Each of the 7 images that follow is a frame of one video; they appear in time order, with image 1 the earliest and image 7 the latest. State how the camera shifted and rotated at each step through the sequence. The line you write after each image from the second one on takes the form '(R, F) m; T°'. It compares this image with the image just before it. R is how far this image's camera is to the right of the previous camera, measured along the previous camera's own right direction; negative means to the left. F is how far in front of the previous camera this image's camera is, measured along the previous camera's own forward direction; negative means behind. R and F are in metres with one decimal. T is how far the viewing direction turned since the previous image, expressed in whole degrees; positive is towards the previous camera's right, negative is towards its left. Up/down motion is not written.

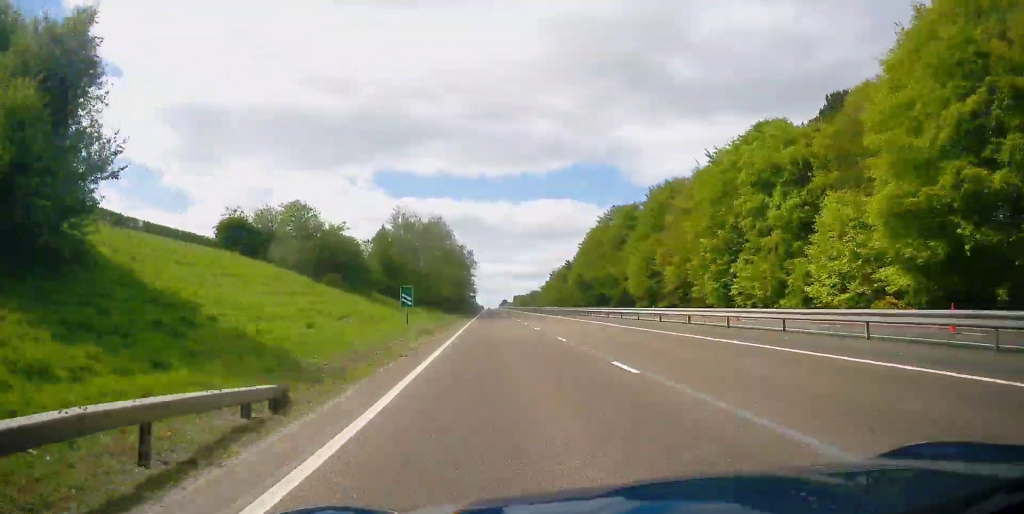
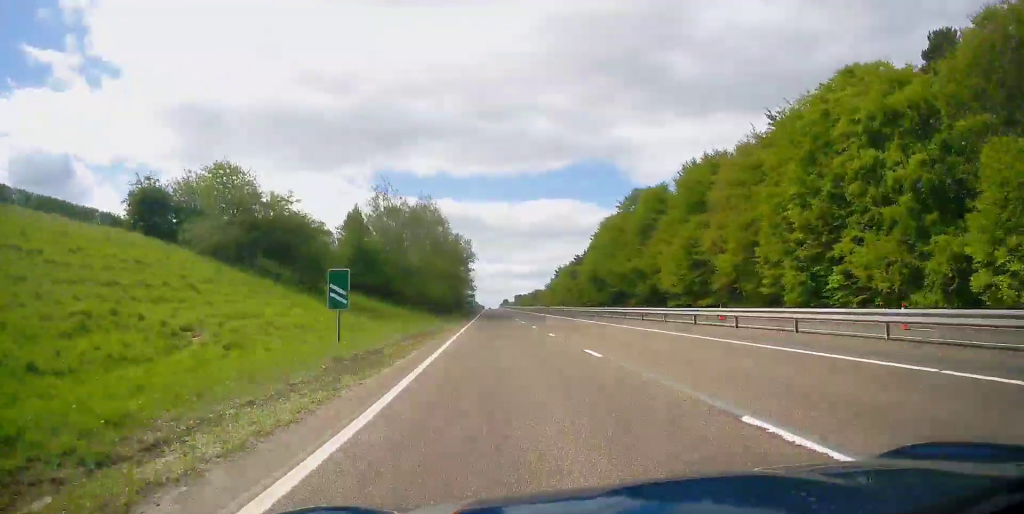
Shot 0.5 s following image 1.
(0.0, +14.8) m; 0°
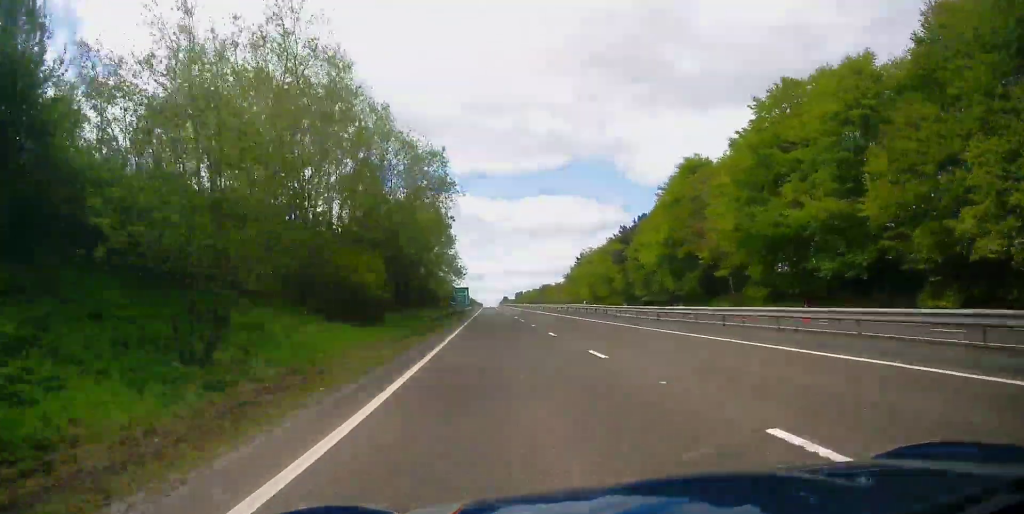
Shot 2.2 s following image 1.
(+0.5, +46.8) m; 0°
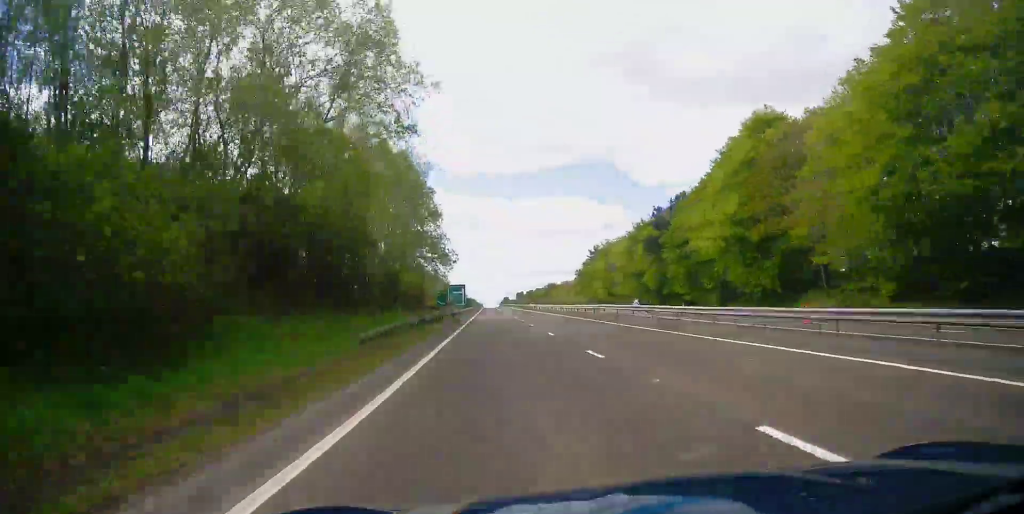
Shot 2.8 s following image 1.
(0.0, +18.3) m; 0°
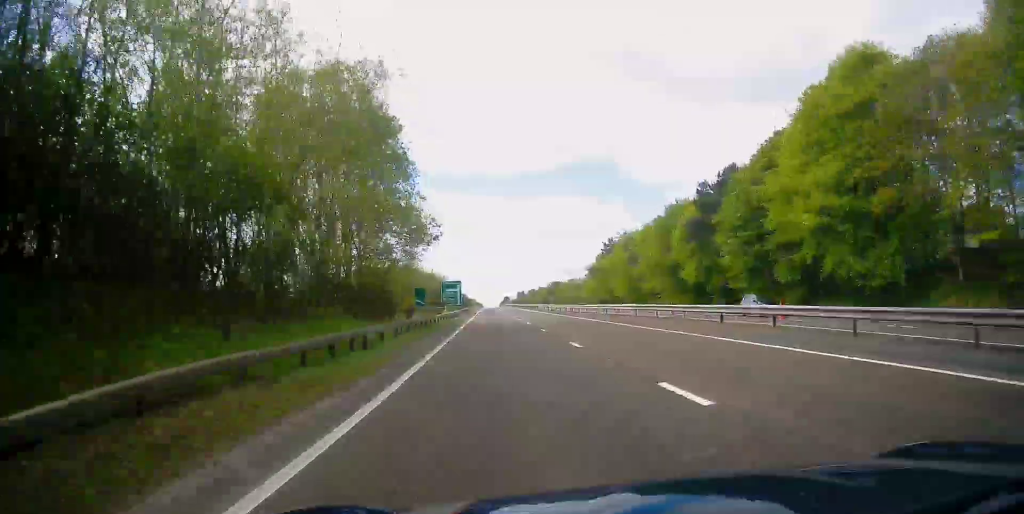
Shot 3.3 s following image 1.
(0.0, +14.8) m; 0°
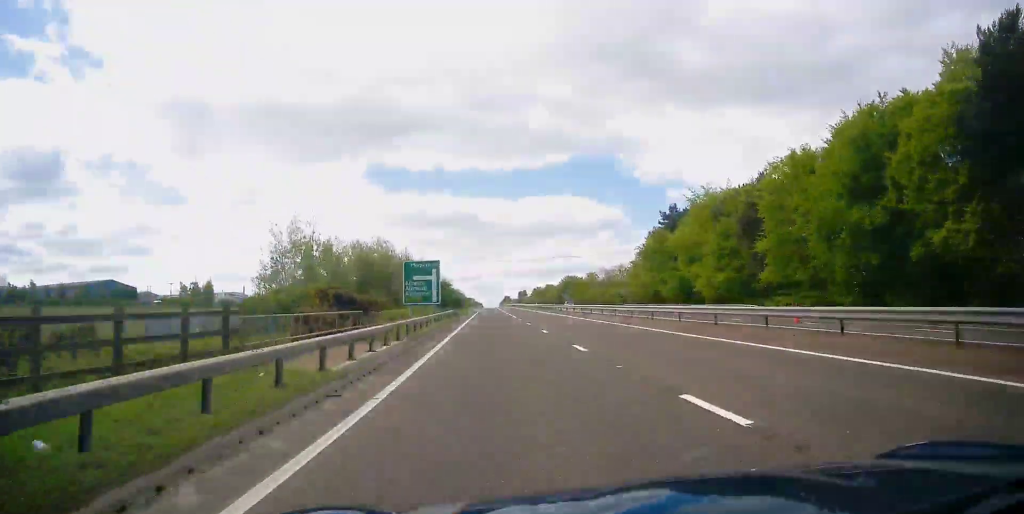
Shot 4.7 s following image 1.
(-0.1, +38.4) m; -1°
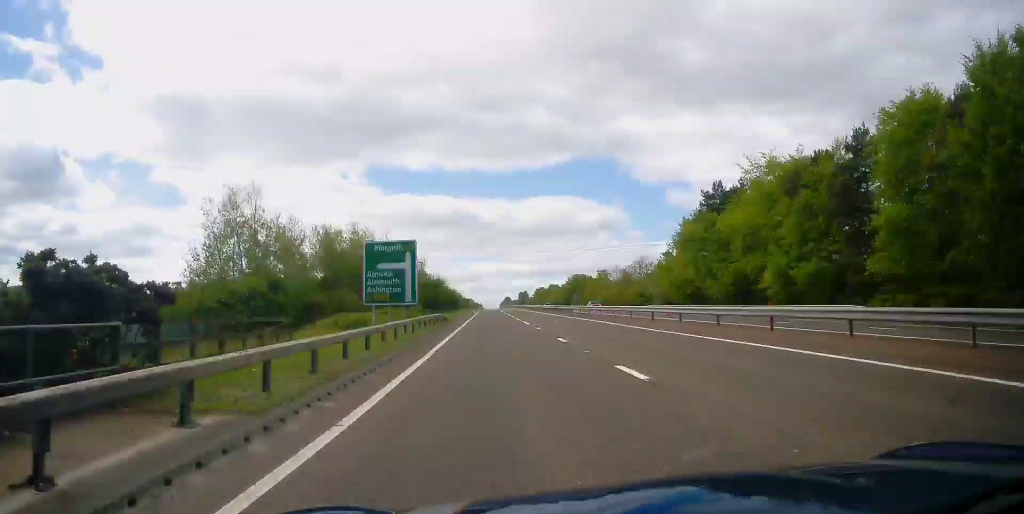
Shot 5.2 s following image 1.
(-0.1, +14.7) m; -1°
